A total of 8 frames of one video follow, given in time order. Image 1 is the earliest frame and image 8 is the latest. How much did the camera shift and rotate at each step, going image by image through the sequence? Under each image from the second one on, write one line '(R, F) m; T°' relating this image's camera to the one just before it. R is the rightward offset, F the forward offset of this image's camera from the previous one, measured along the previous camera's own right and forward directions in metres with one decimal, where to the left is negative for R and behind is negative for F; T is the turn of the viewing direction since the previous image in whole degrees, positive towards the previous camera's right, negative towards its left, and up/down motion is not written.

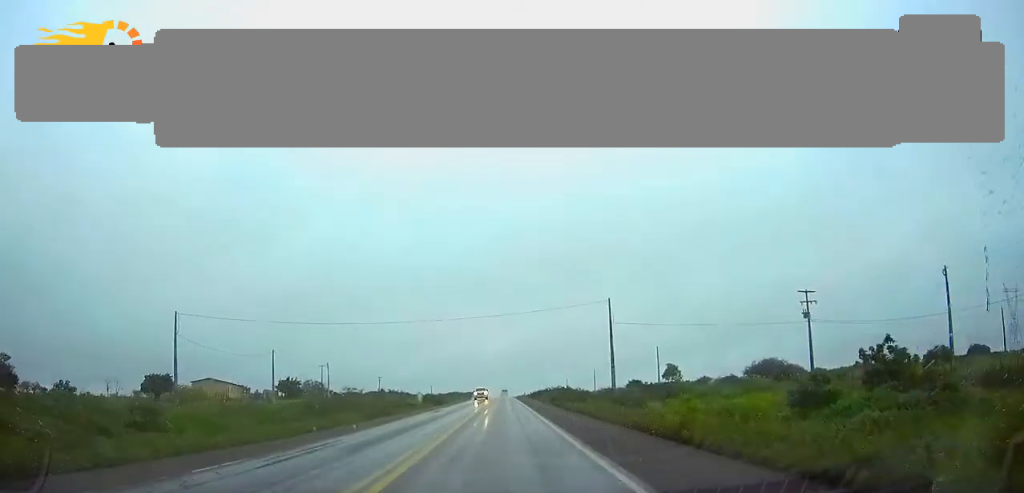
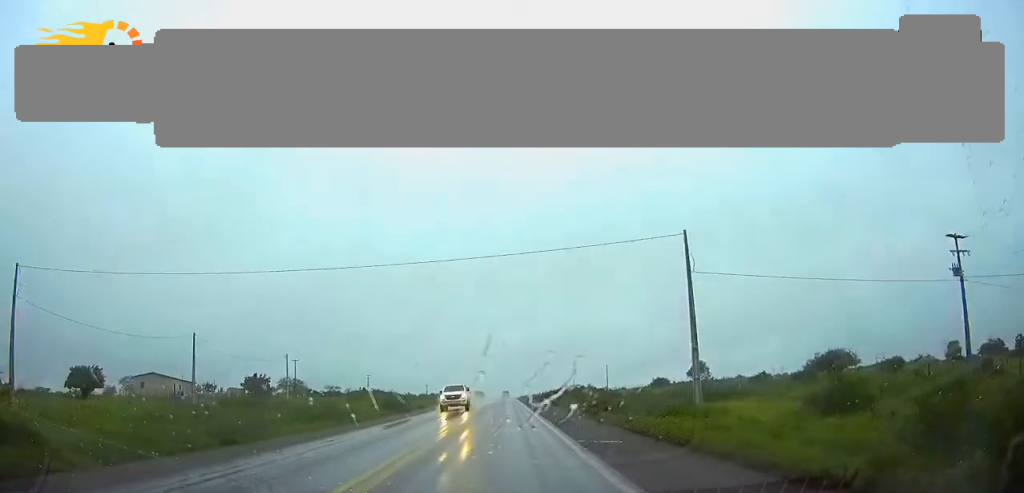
(+0.1, +26.6) m; 0°
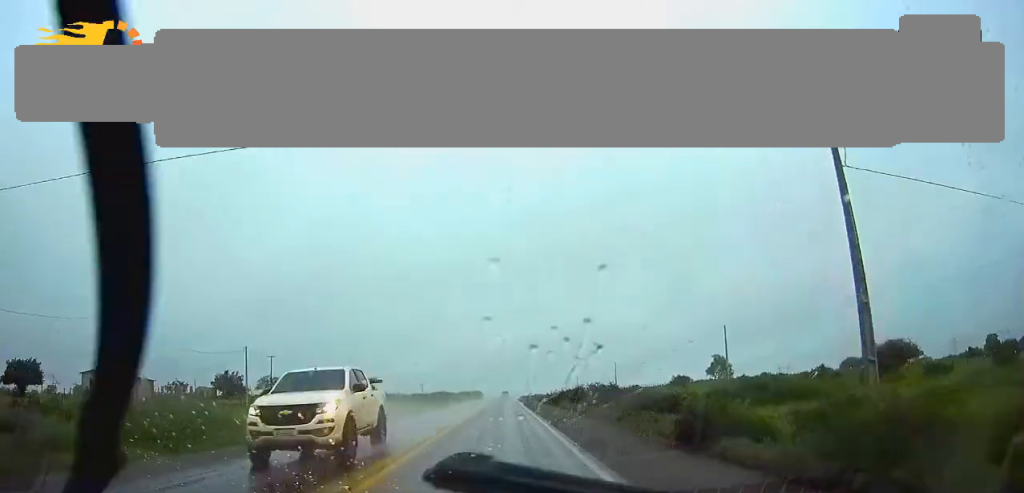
(+0.1, +17.6) m; 0°
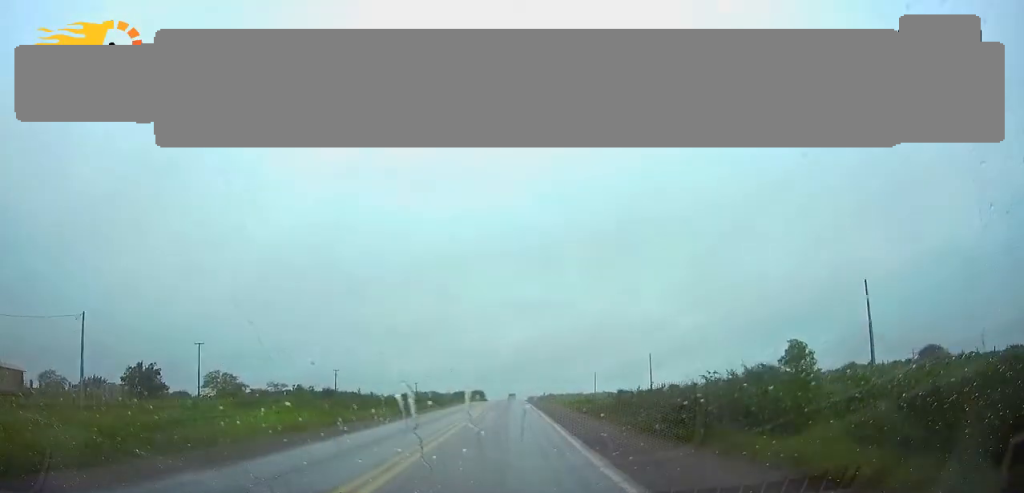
(-0.3, +40.5) m; 0°
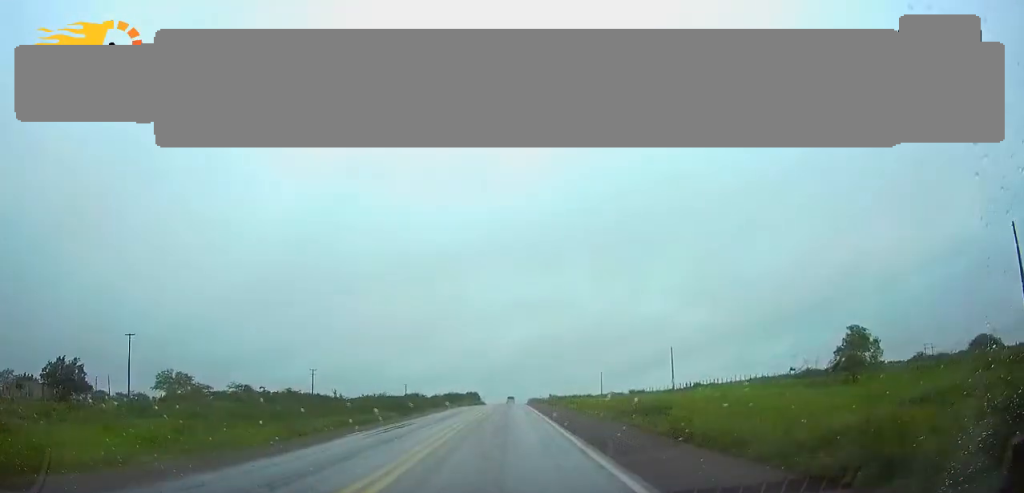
(0.0, +22.8) m; 0°
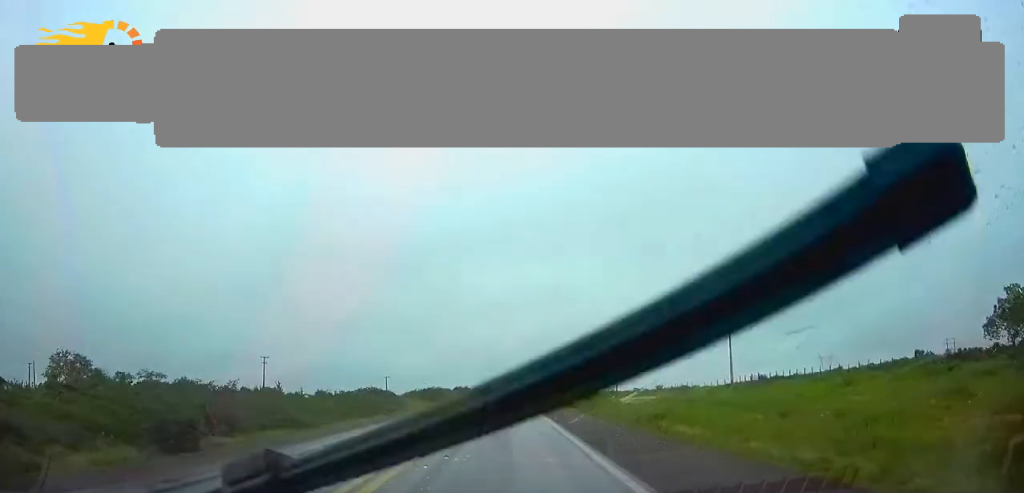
(+0.1, +36.7) m; 0°
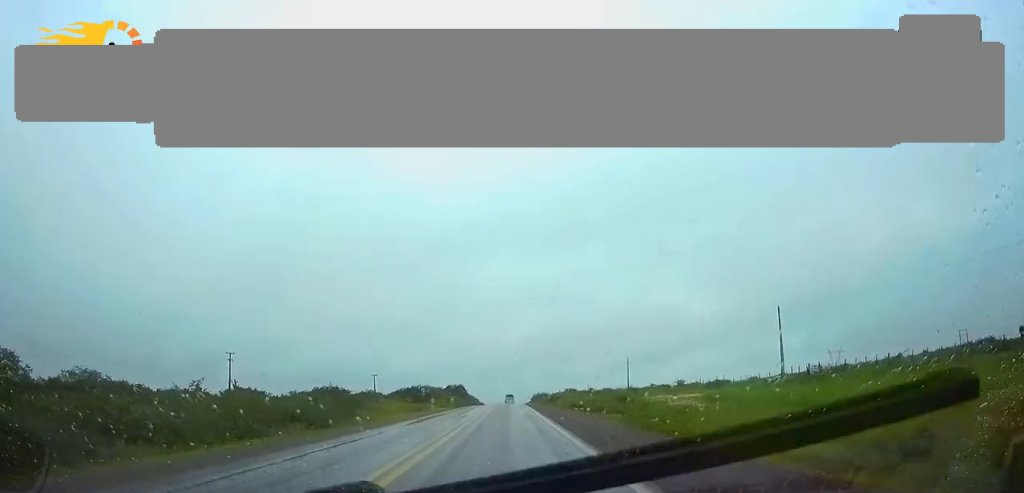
(-0.1, +19.1) m; 0°
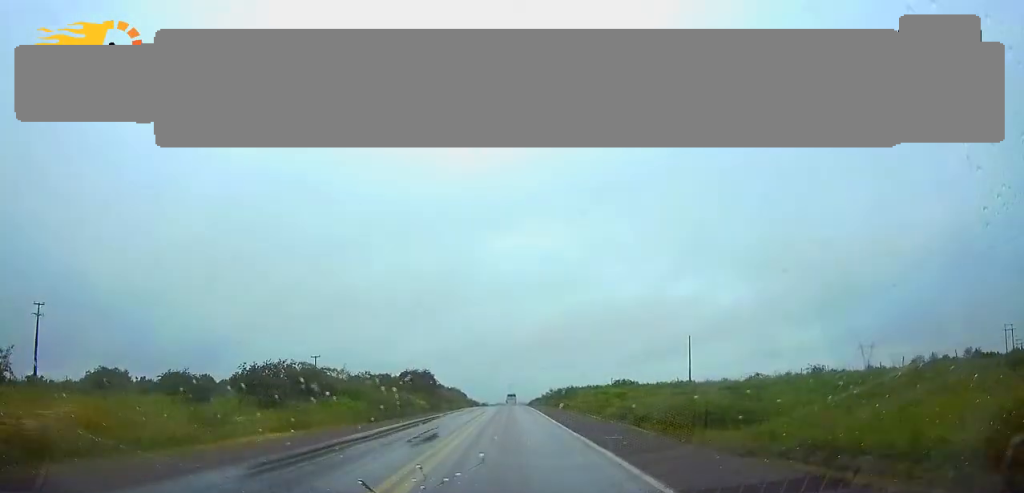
(-0.1, +61.5) m; 0°
